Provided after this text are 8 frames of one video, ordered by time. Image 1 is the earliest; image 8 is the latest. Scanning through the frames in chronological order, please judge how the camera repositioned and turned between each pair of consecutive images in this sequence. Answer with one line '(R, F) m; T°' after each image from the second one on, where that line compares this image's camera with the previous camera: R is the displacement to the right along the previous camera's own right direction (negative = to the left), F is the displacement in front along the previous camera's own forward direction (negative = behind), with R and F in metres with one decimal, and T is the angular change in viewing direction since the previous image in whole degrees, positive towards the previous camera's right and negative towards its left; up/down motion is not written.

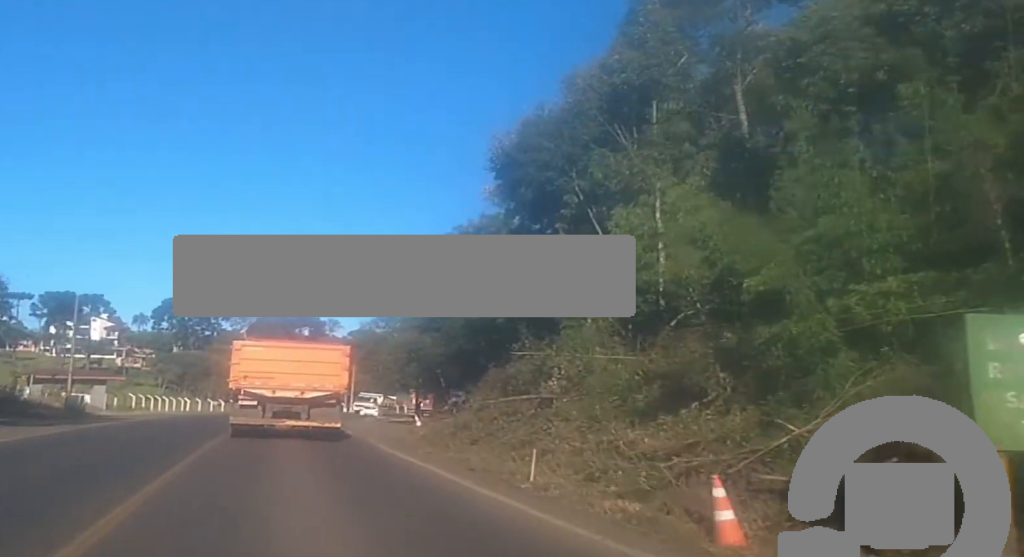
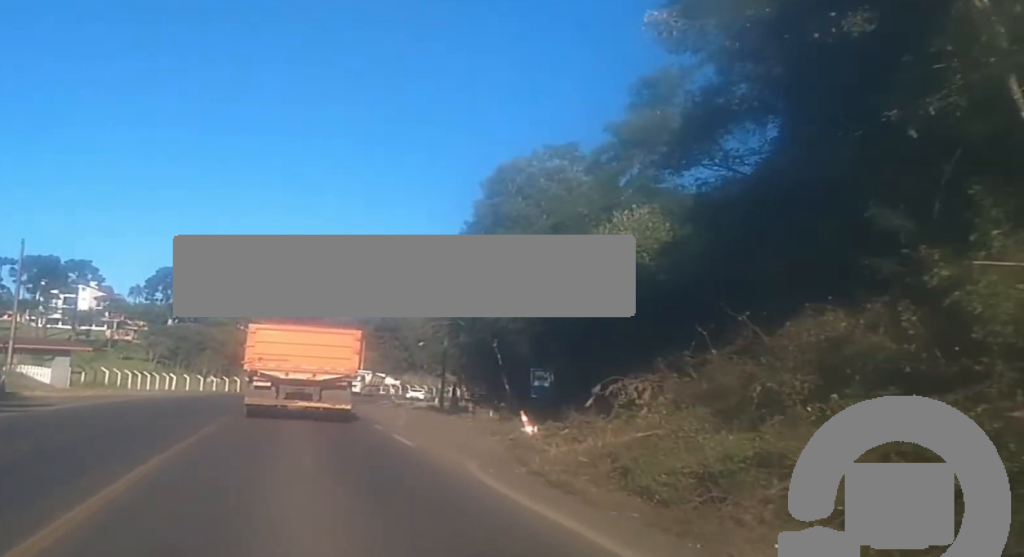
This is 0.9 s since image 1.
(-0.2, +15.6) m; 0°
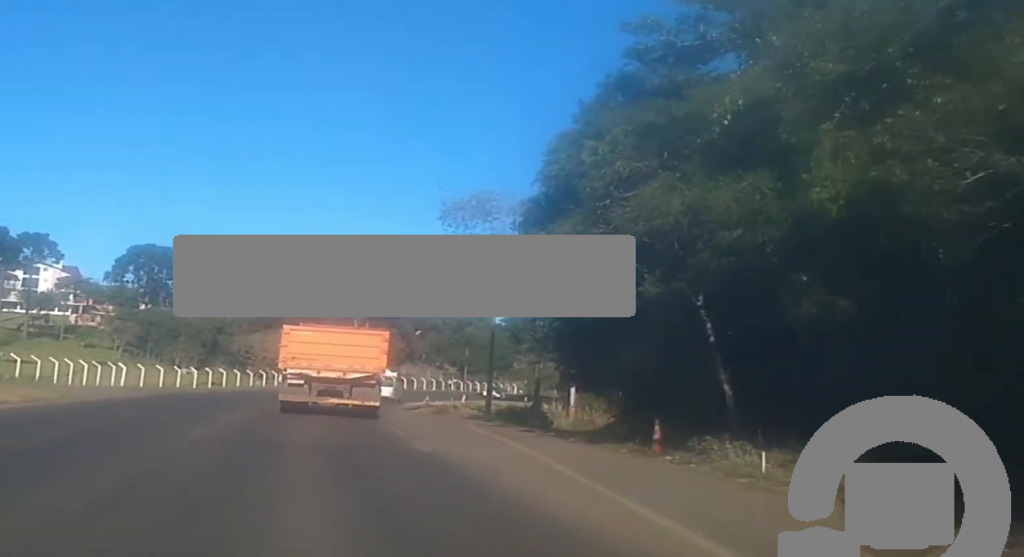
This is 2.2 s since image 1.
(+0.3, +23.0) m; +3°
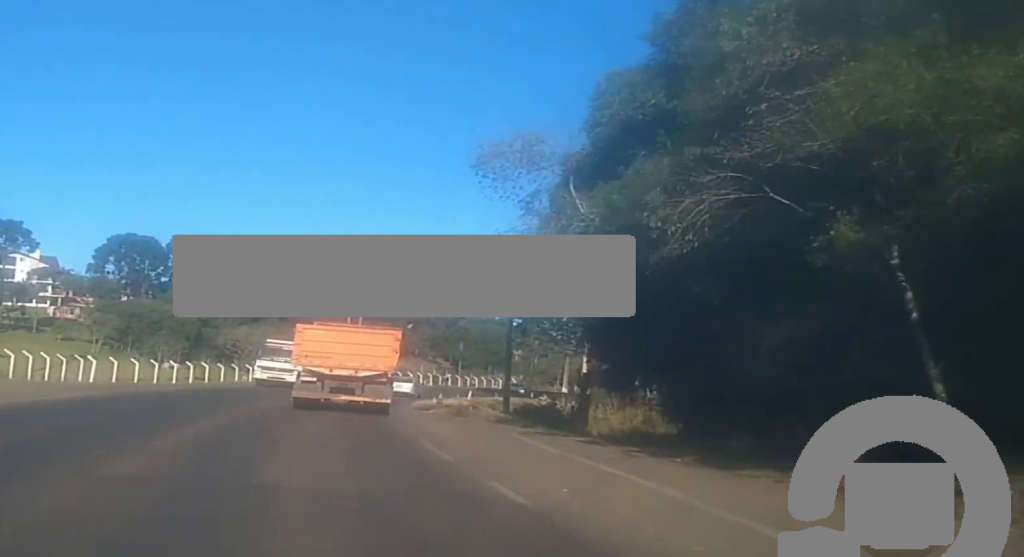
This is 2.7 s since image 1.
(0.0, +7.5) m; +2°
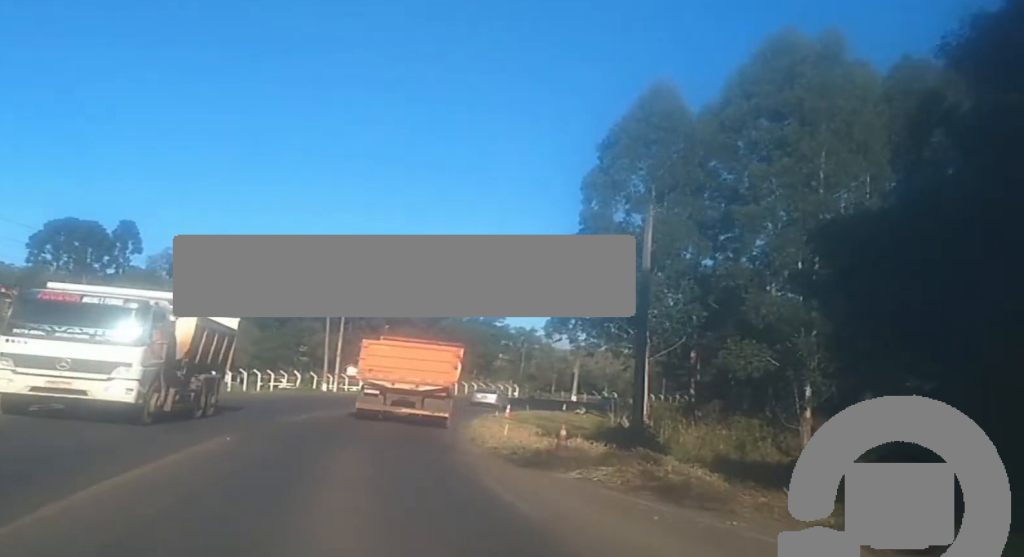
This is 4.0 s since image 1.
(+1.5, +22.2) m; +6°
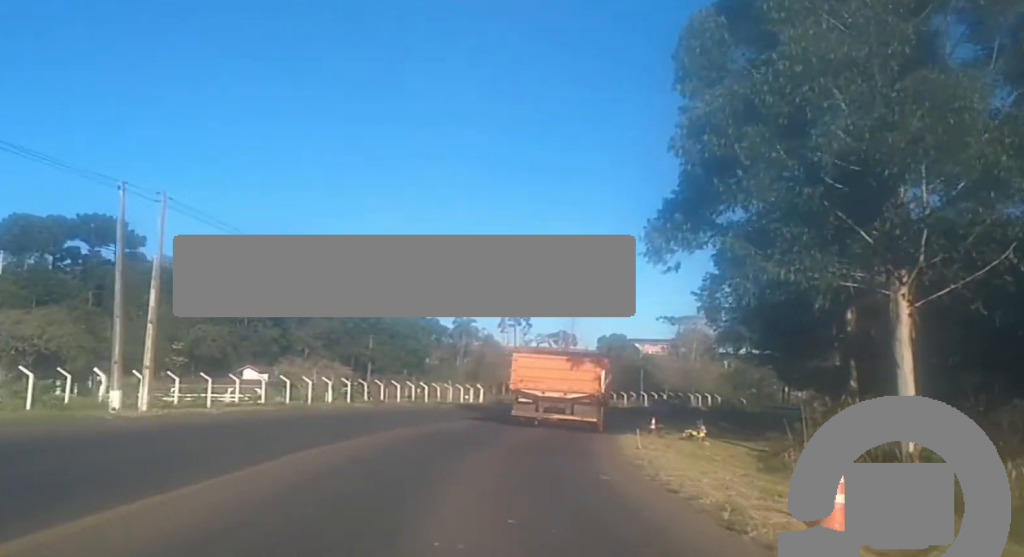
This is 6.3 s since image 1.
(+0.3, +40.0) m; 0°
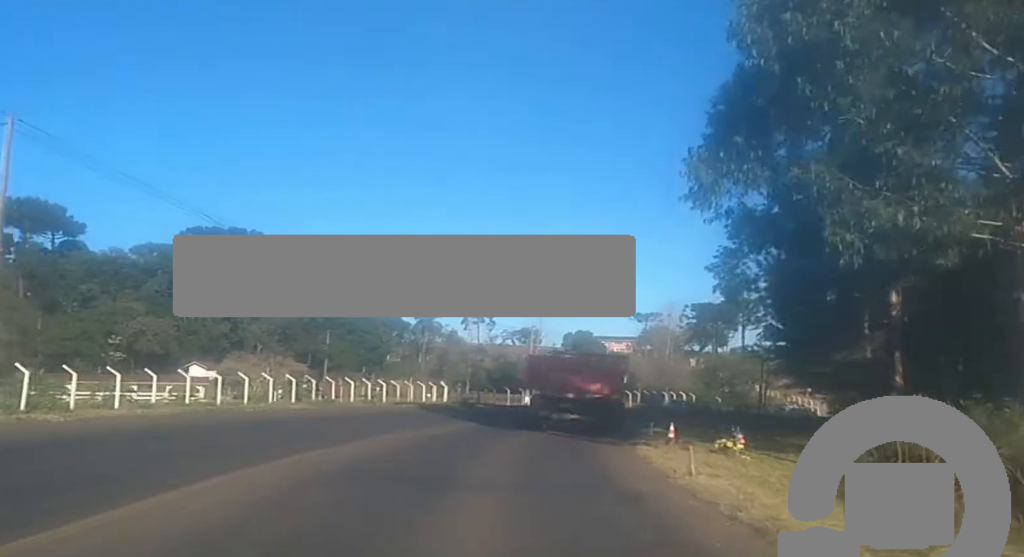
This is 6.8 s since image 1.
(0.0, +8.0) m; 0°
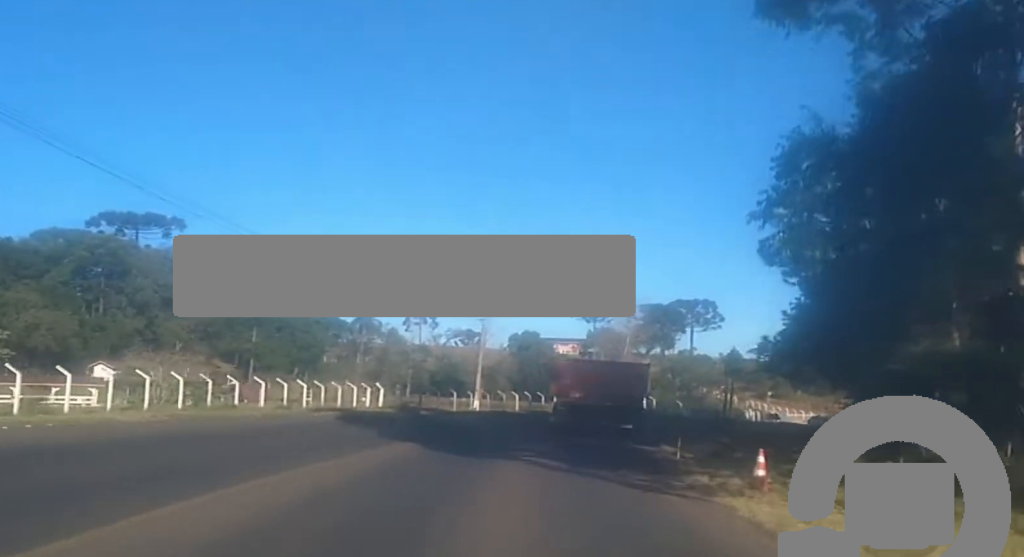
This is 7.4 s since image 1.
(0.0, +11.5) m; 0°
